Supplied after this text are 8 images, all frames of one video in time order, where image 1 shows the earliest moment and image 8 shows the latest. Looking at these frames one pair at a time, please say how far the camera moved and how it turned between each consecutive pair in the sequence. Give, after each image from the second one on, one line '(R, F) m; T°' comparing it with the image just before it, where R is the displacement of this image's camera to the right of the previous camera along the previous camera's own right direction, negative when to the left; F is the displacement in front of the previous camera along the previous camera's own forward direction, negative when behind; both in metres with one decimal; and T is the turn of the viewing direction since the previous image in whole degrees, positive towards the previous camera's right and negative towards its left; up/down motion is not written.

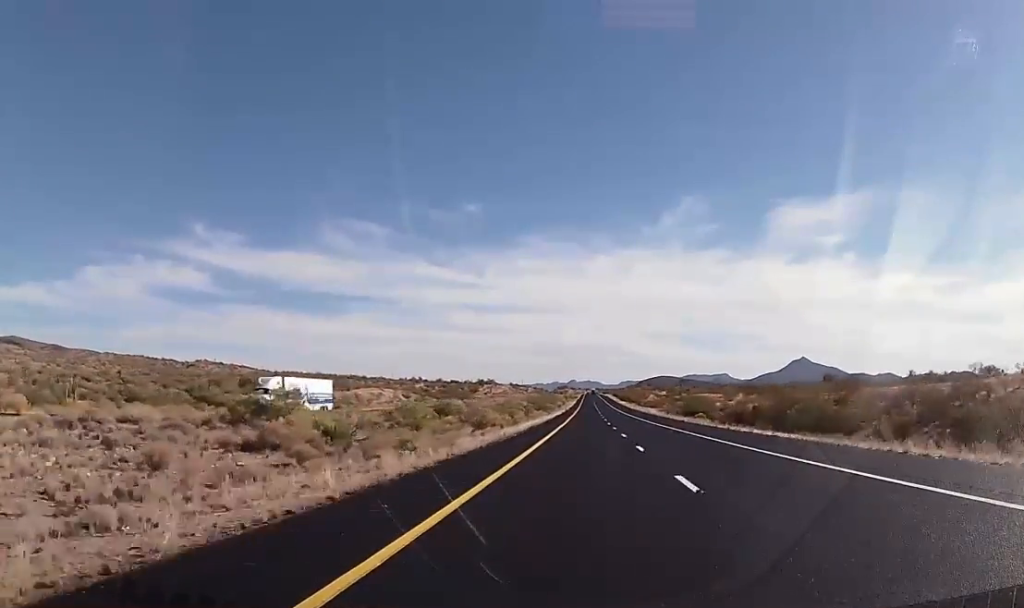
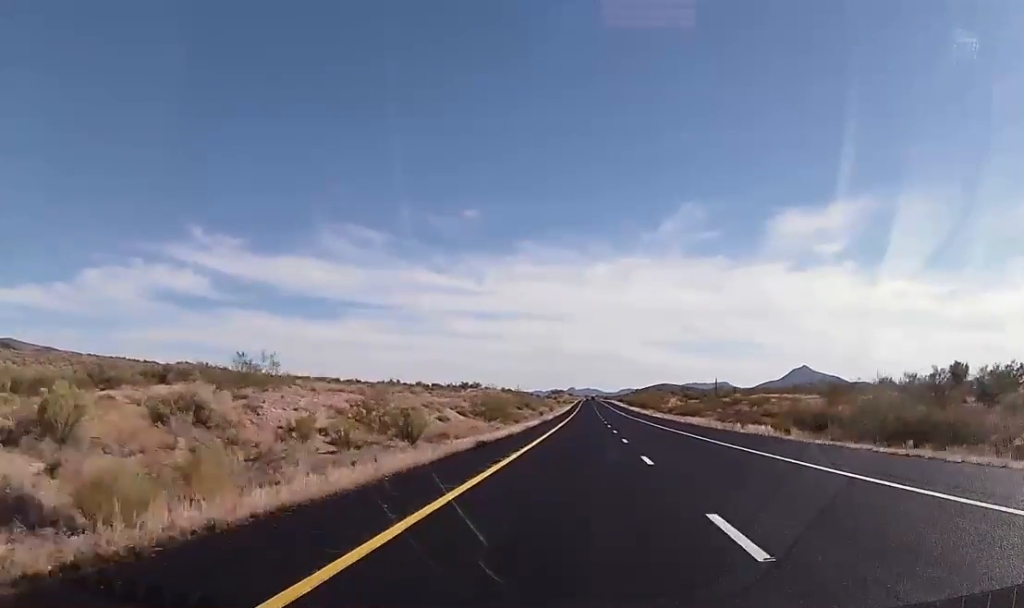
(+0.8, +67.1) m; +1°
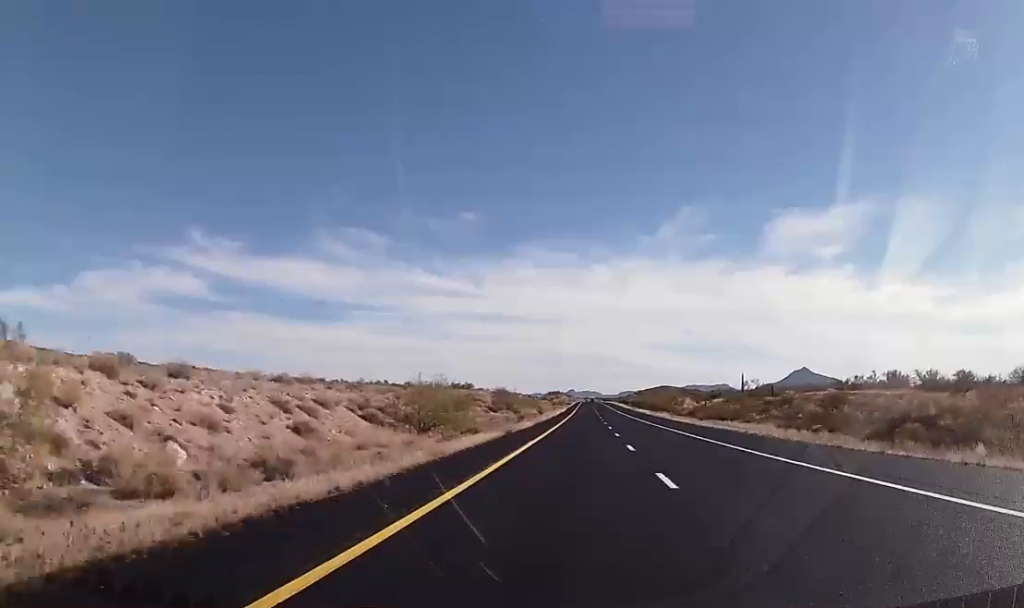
(+0.2, +30.2) m; 0°
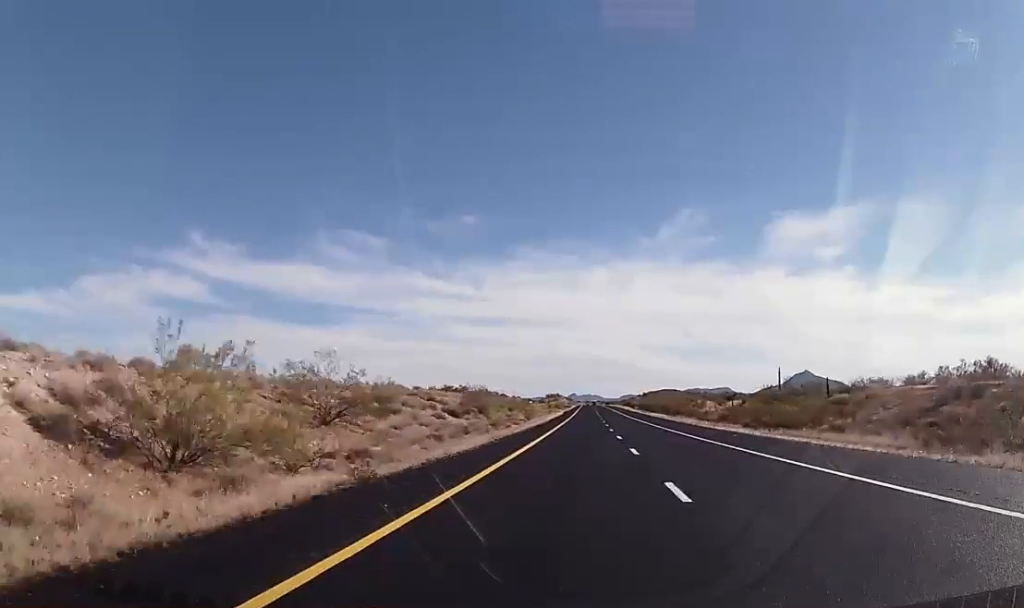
(+0.1, +26.3) m; 0°
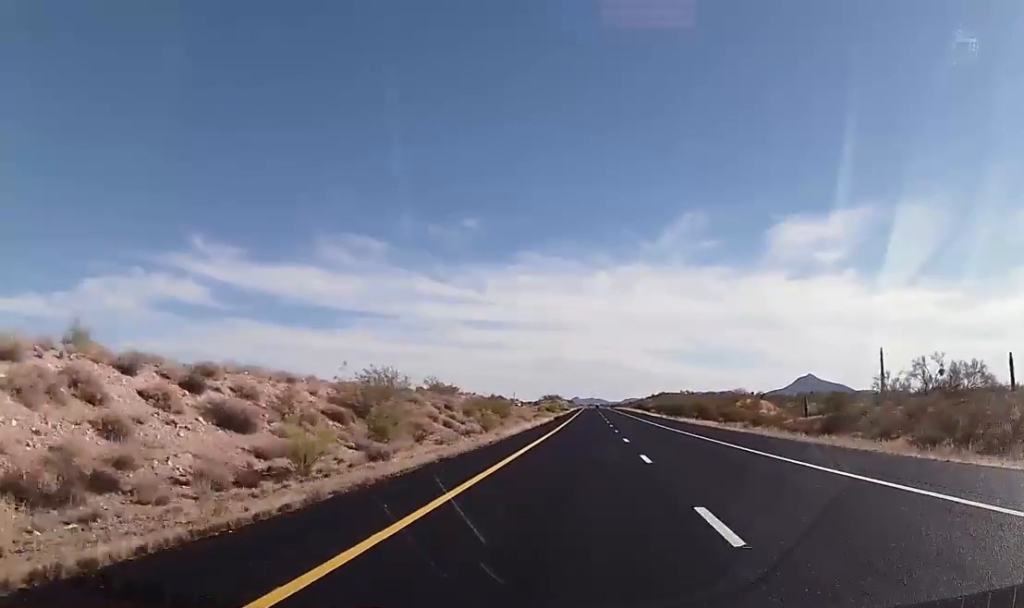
(-0.2, +39.9) m; 0°
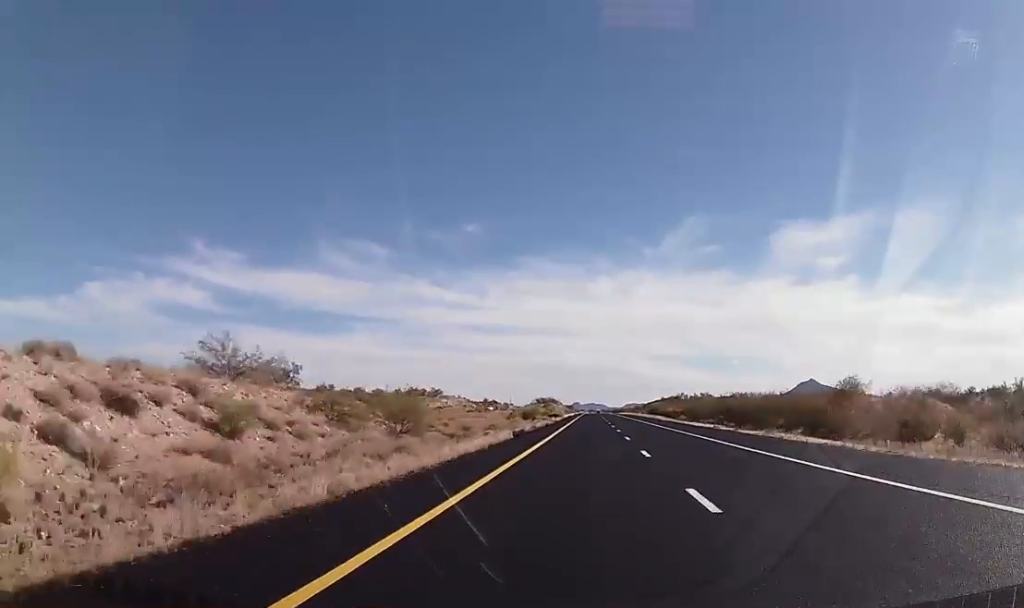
(0.0, +46.2) m; 0°
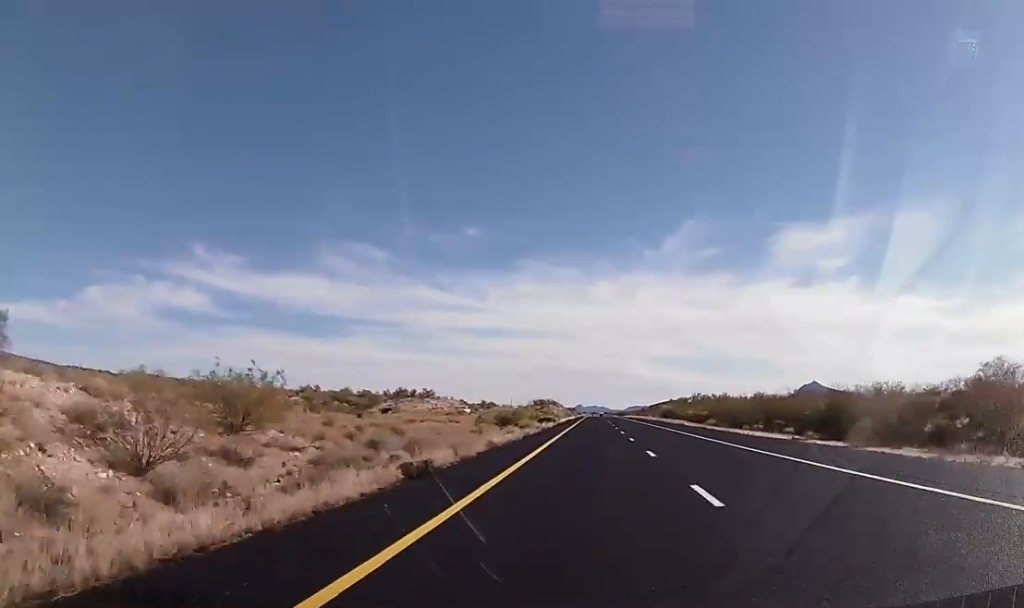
(0.0, +23.7) m; 0°
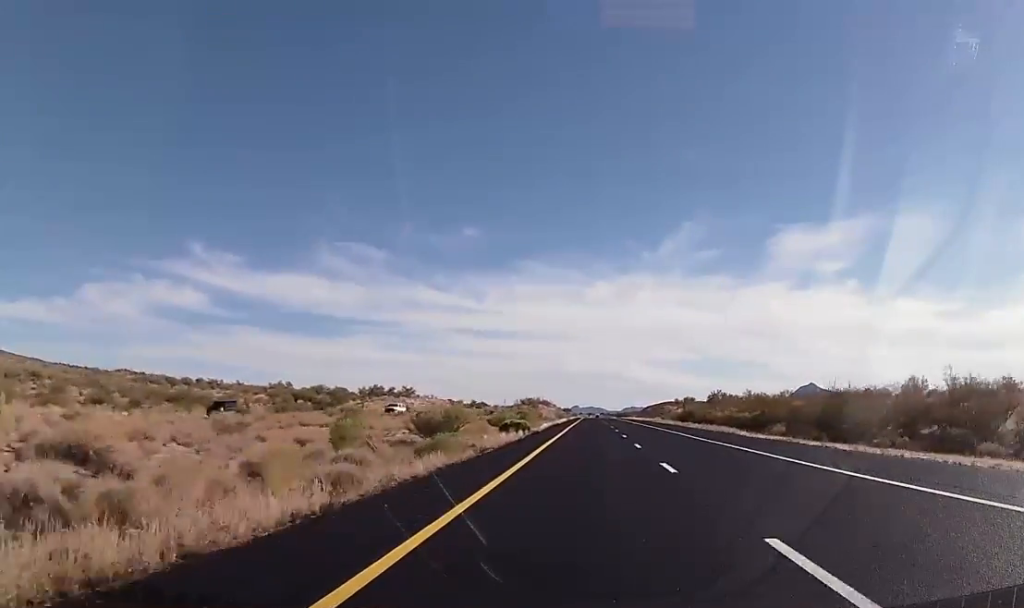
(-0.4, +30.0) m; 0°
